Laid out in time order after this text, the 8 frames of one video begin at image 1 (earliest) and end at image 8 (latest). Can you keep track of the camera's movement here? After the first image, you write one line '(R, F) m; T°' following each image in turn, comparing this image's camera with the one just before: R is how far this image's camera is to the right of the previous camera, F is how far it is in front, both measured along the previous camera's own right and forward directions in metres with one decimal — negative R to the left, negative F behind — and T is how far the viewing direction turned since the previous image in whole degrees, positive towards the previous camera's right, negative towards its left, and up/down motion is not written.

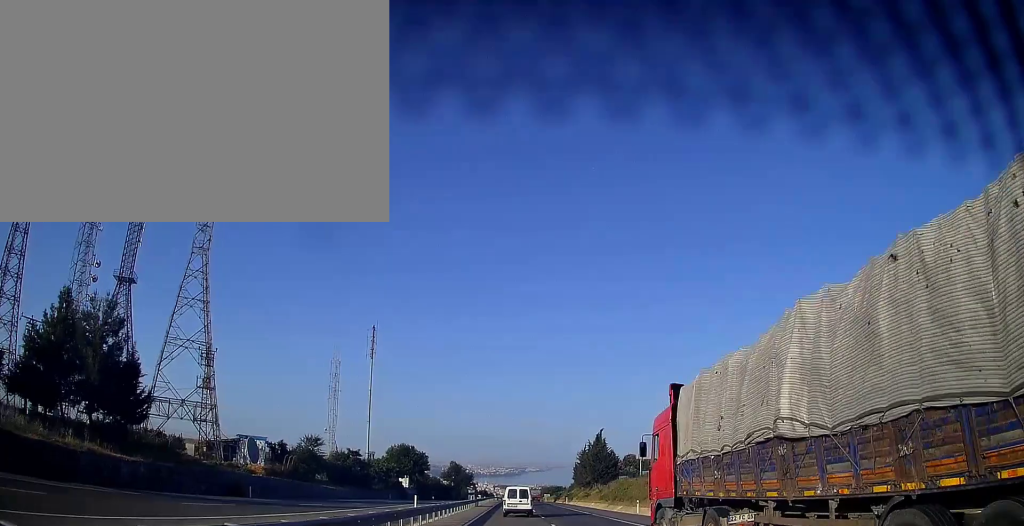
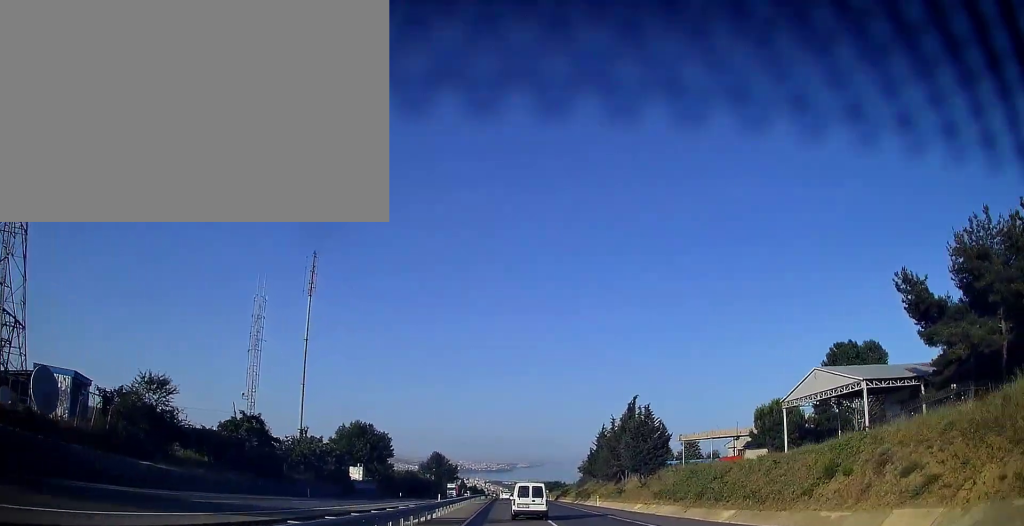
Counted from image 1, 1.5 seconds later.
(+0.3, +35.8) m; +1°
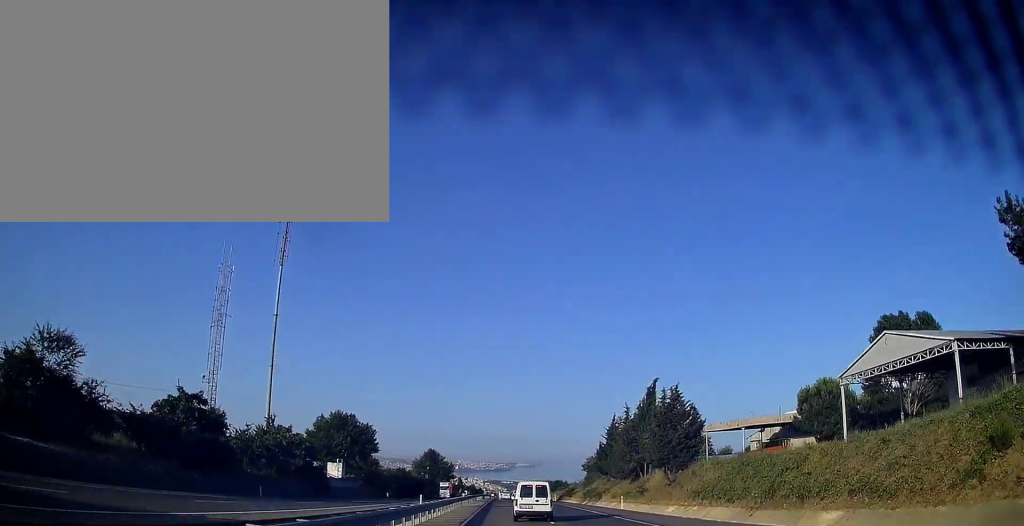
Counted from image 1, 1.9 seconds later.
(0.0, +11.4) m; 0°
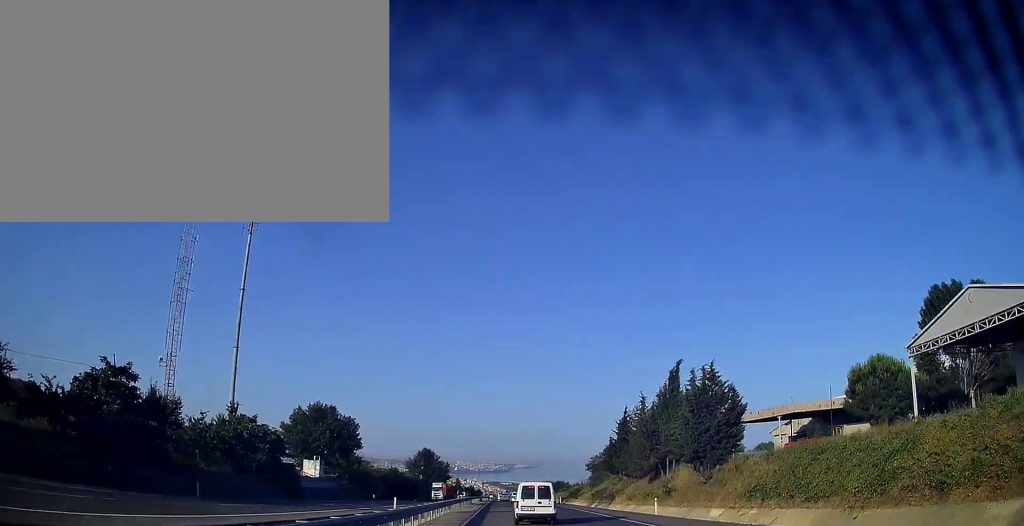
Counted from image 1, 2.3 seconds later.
(0.0, +9.8) m; 0°
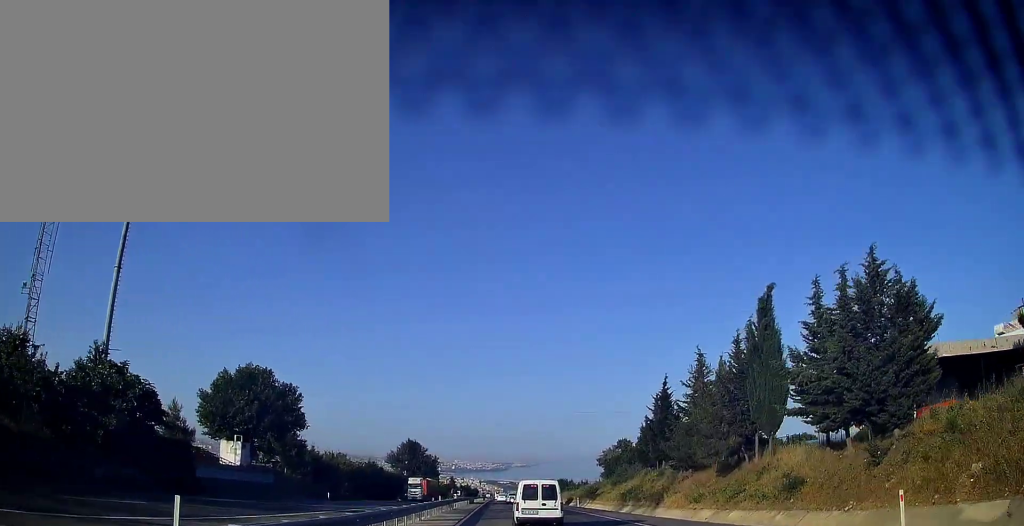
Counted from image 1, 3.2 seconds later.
(+0.1, +21.9) m; 0°
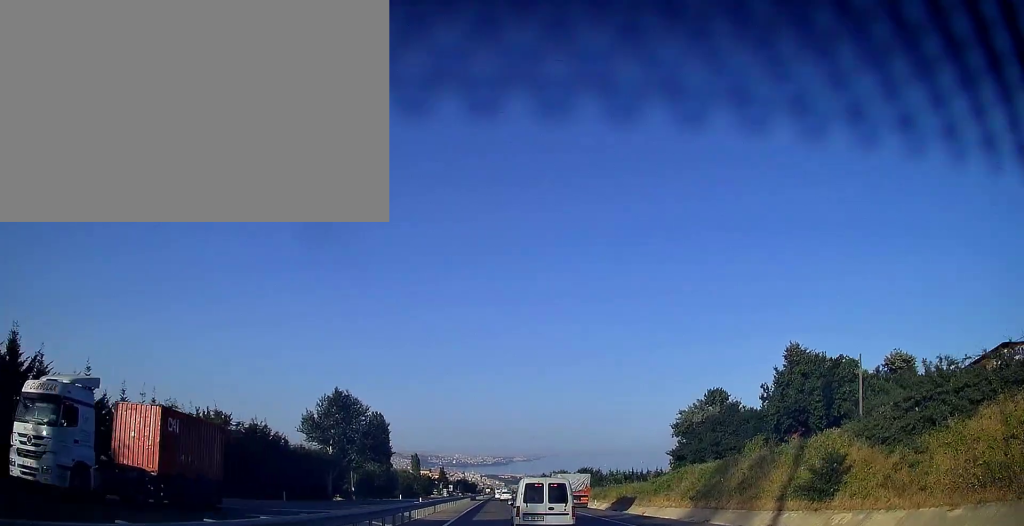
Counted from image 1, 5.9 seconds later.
(+0.2, +61.7) m; 0°
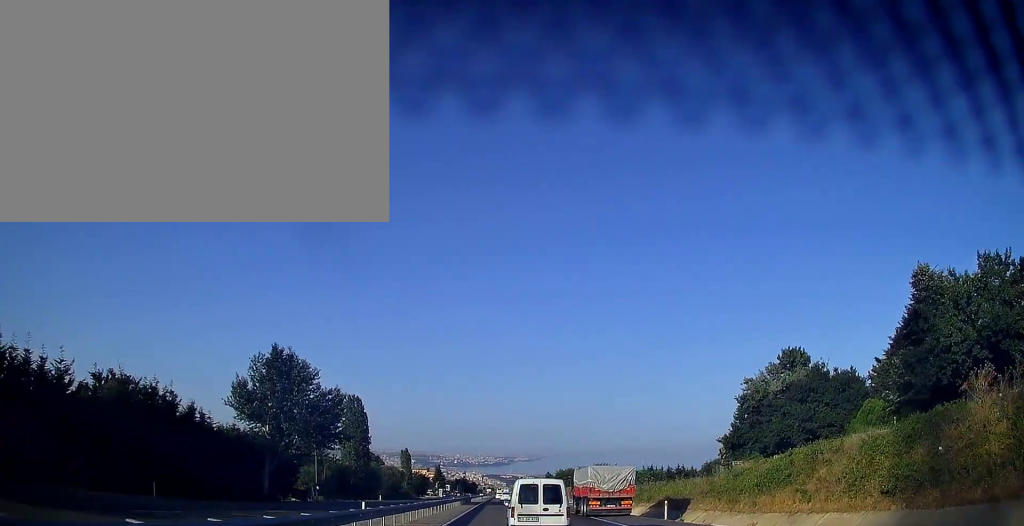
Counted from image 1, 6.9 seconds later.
(+0.1, +21.4) m; 0°
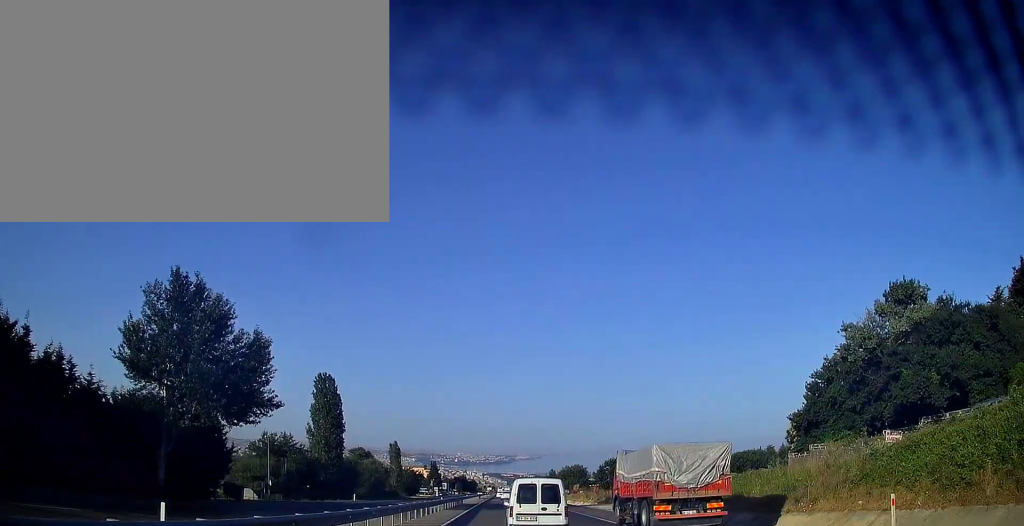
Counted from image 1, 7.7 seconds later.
(0.0, +18.1) m; -1°
